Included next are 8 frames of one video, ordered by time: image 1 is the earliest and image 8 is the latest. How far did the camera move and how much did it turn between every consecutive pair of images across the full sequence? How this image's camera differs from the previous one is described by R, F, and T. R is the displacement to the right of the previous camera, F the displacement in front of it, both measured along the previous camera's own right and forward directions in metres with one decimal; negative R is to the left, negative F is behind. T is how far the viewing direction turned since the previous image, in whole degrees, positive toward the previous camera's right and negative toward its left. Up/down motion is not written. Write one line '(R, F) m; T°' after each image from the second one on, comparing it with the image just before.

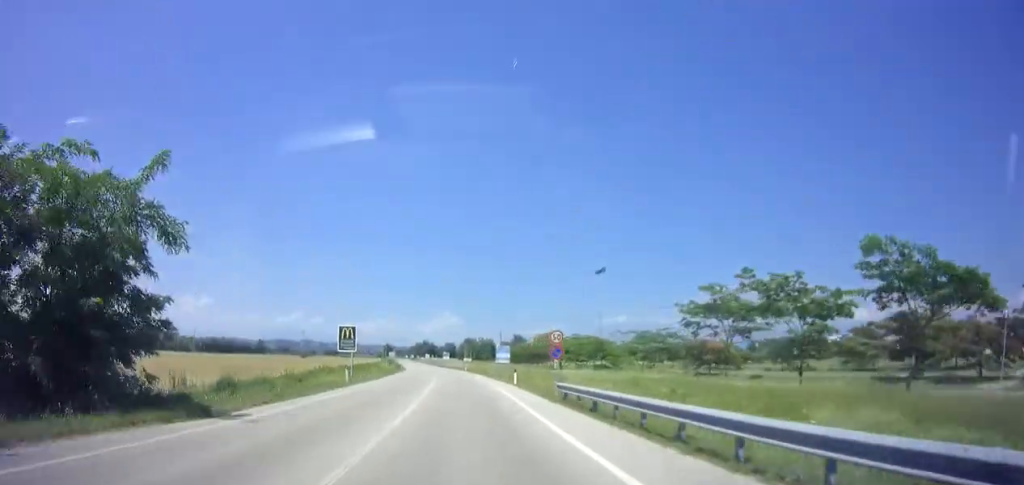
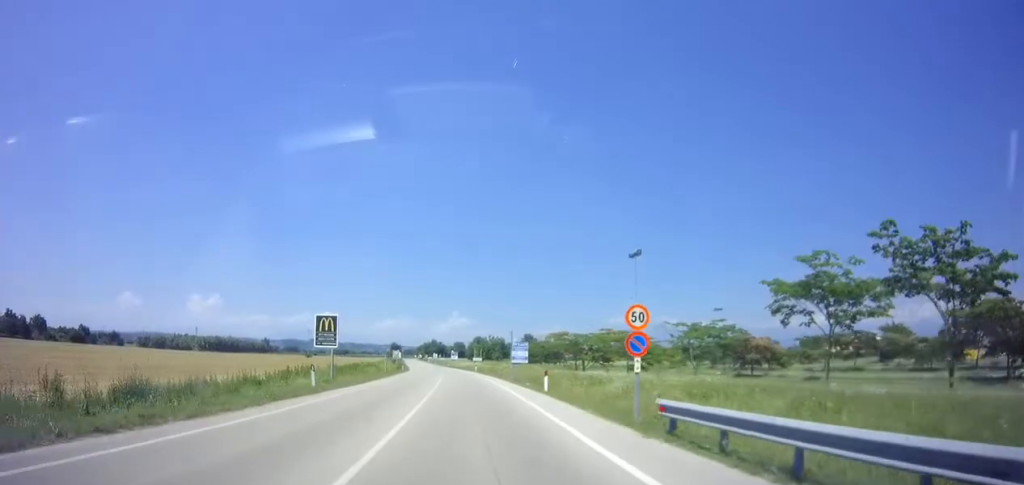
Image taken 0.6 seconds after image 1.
(0.0, +9.3) m; -1°
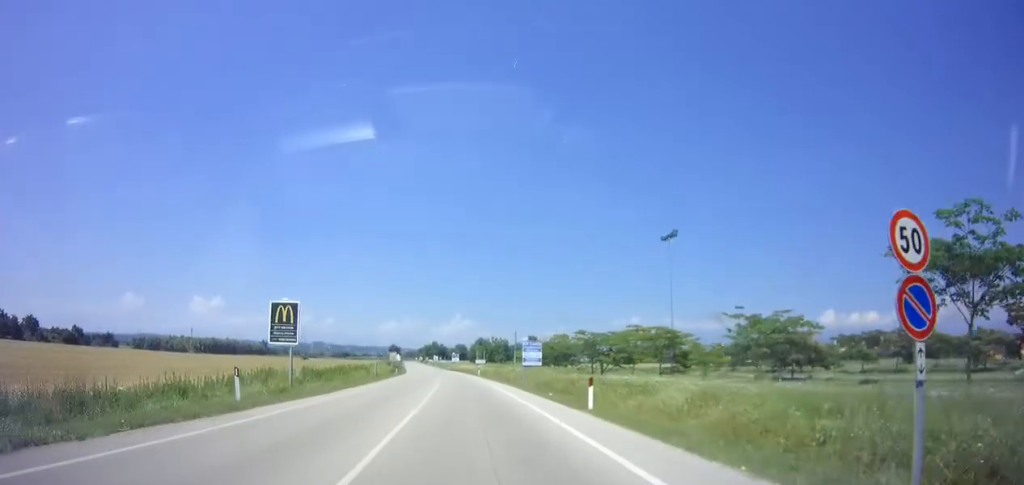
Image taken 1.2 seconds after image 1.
(-0.1, +8.8) m; -1°
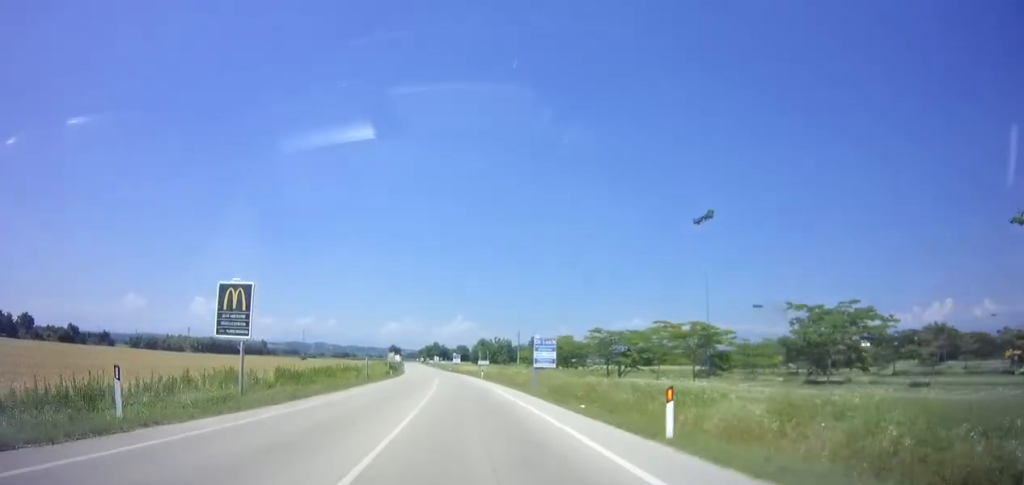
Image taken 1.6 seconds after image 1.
(0.0, +6.7) m; -1°
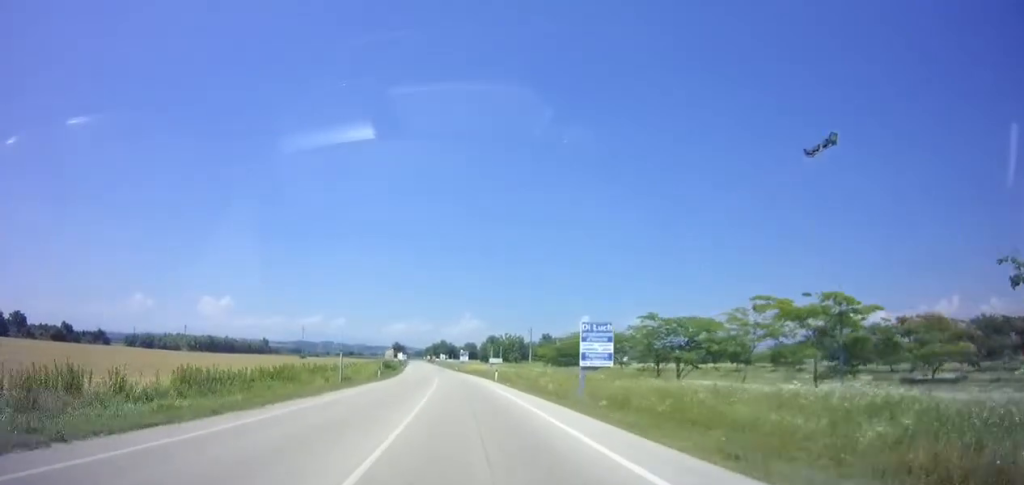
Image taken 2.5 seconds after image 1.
(-0.1, +13.8) m; -1°
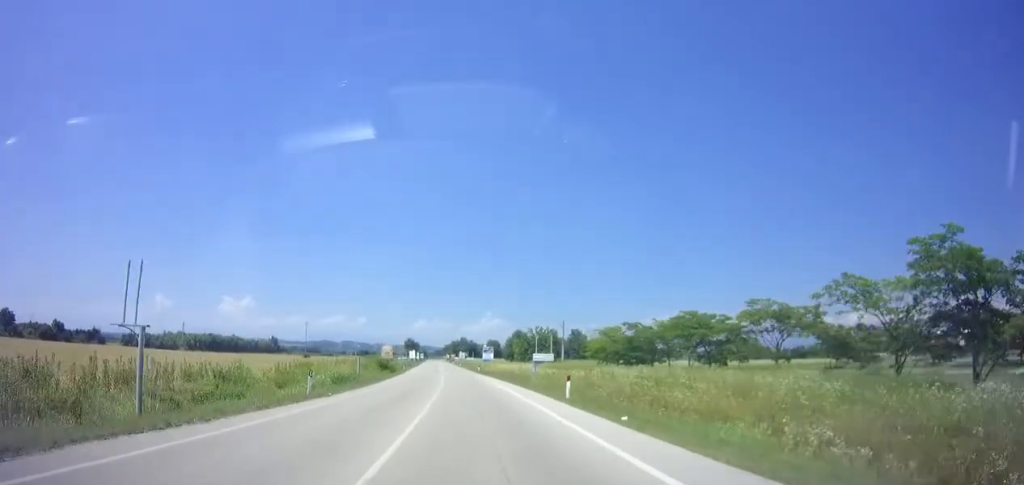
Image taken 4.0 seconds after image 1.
(-0.2, +25.8) m; -1°
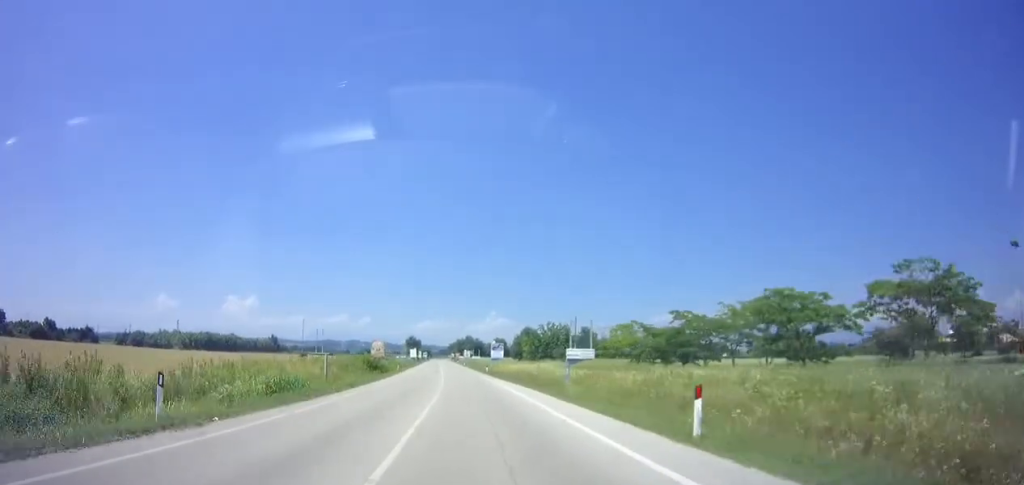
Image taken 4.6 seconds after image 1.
(0.0, +11.0) m; 0°
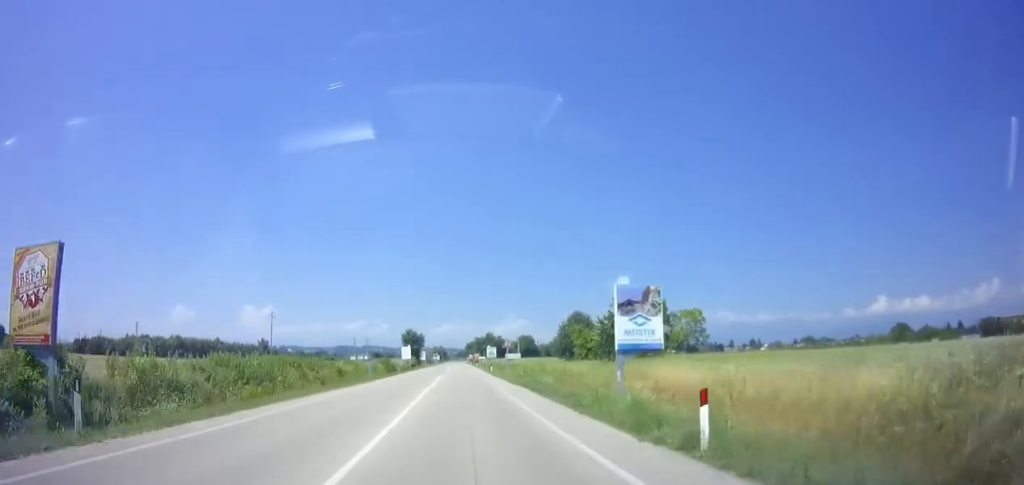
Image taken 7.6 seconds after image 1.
(-1.5, +52.7) m; -3°
